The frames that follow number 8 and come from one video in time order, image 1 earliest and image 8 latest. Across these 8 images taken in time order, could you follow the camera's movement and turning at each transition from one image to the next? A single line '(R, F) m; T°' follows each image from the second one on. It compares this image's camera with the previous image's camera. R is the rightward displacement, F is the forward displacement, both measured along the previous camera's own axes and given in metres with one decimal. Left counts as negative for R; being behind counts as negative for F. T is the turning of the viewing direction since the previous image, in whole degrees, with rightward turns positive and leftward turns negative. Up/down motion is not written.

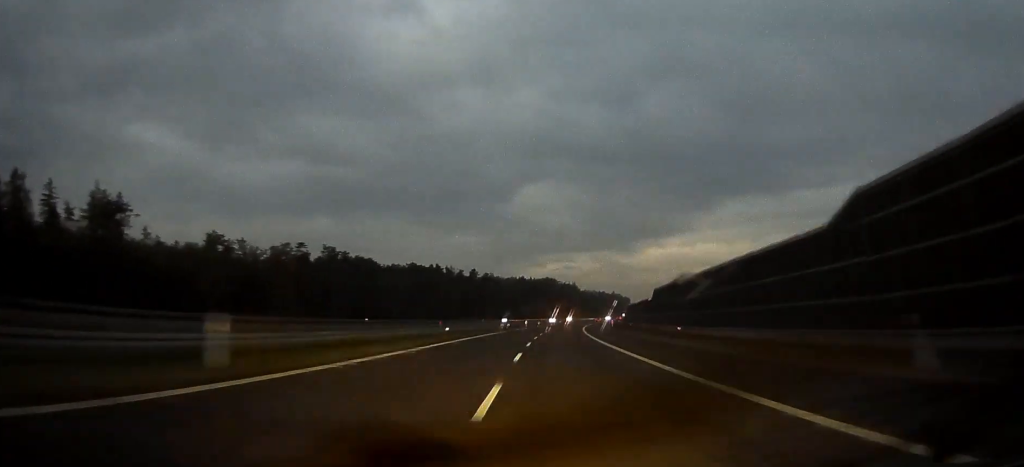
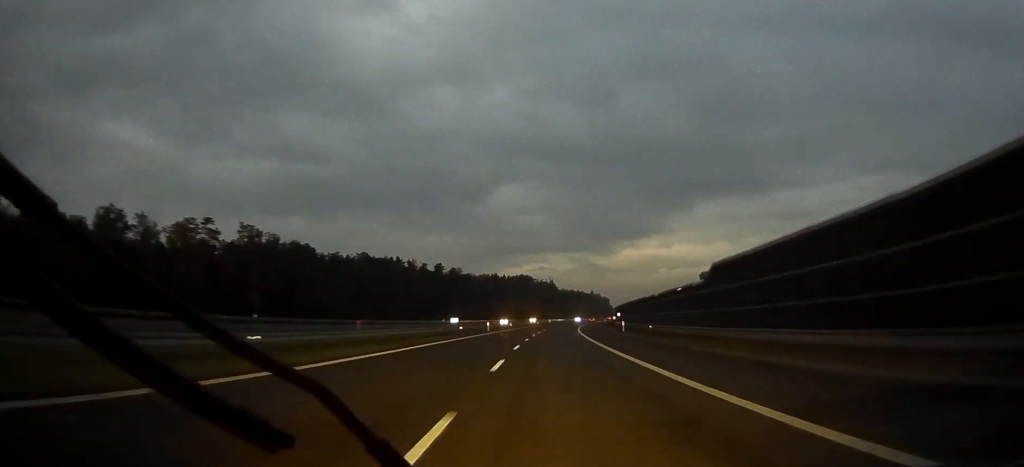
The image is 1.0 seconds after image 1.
(+0.2, +40.2) m; +1°
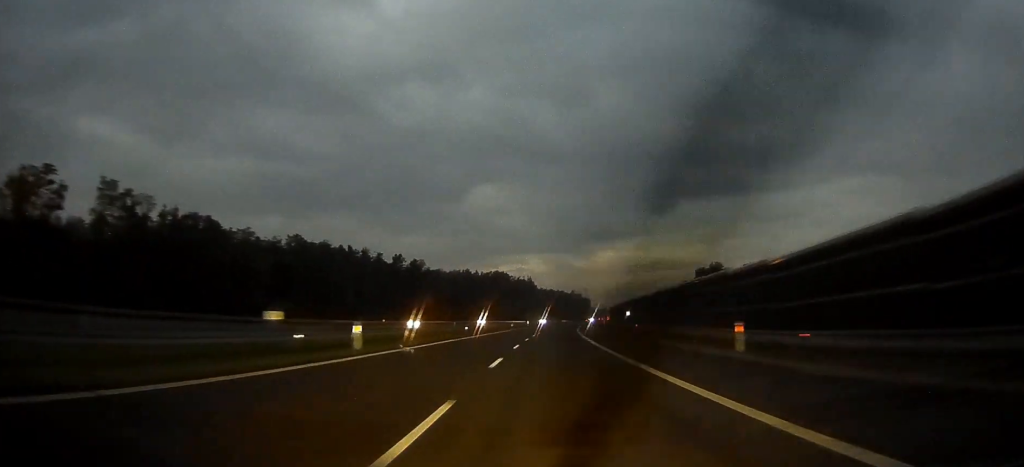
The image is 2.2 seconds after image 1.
(+0.8, +46.6) m; +2°
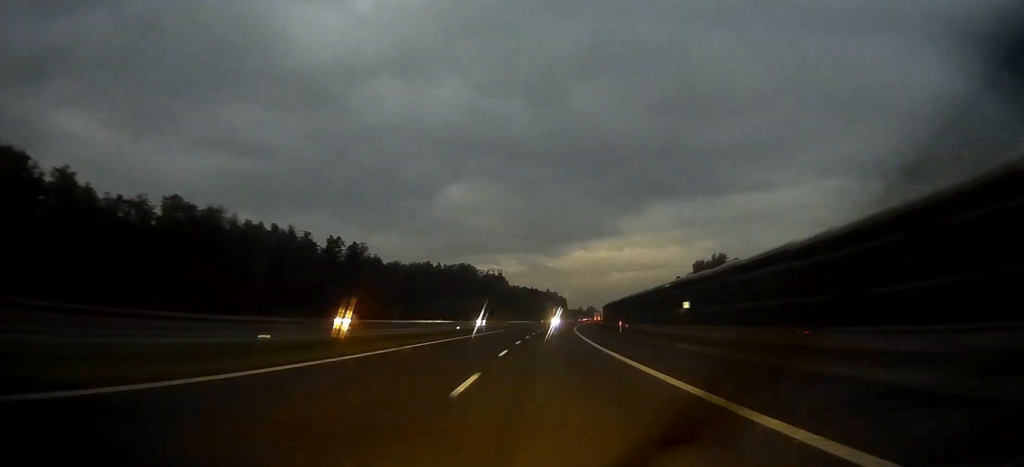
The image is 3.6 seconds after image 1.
(+1.2, +54.6) m; +2°
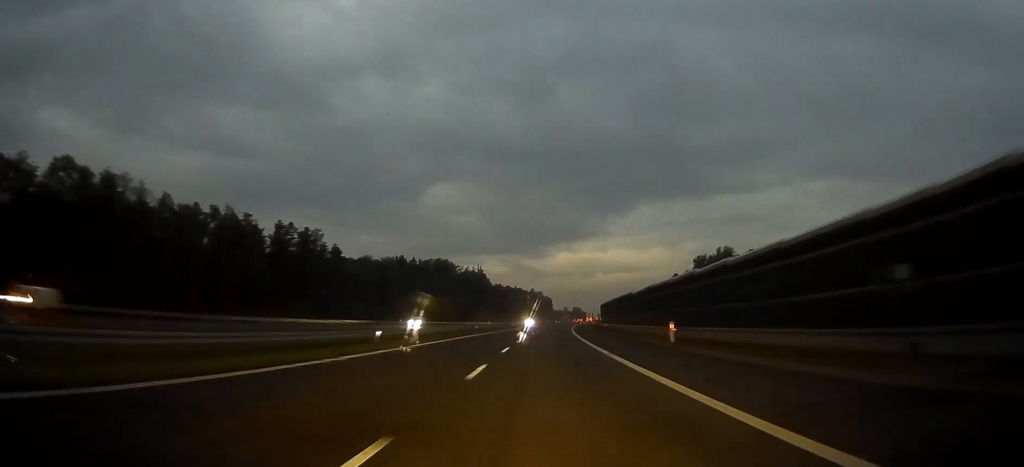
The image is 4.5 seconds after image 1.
(+0.3, +32.7) m; +1°
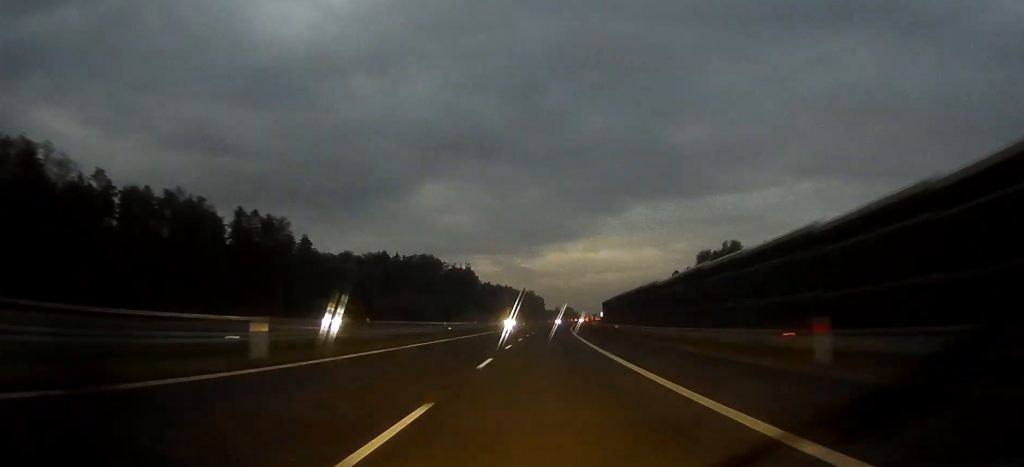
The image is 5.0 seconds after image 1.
(+0.1, +21.0) m; +1°
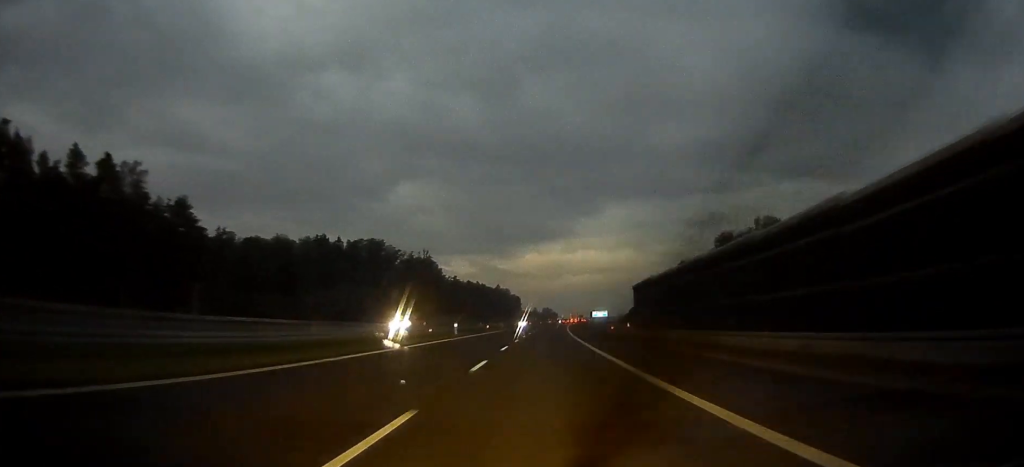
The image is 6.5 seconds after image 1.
(+1.3, +60.7) m; +2°
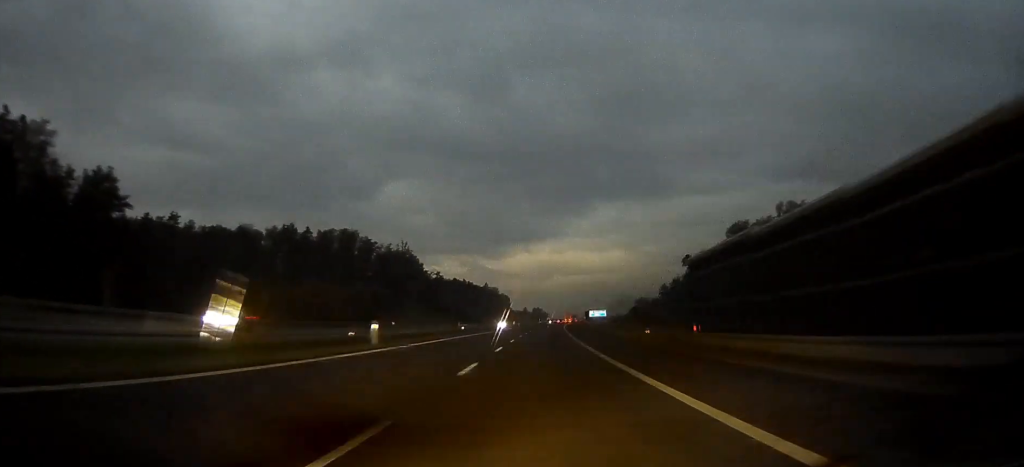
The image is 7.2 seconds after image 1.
(0.0, +25.2) m; 0°
